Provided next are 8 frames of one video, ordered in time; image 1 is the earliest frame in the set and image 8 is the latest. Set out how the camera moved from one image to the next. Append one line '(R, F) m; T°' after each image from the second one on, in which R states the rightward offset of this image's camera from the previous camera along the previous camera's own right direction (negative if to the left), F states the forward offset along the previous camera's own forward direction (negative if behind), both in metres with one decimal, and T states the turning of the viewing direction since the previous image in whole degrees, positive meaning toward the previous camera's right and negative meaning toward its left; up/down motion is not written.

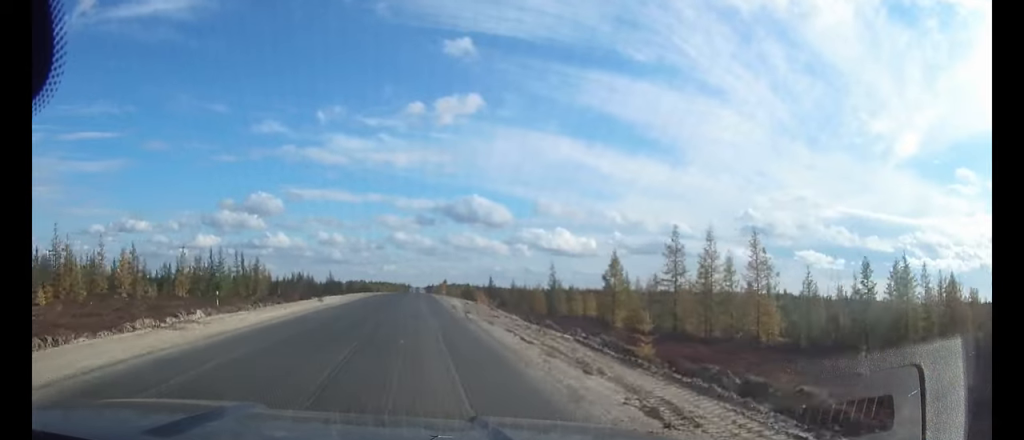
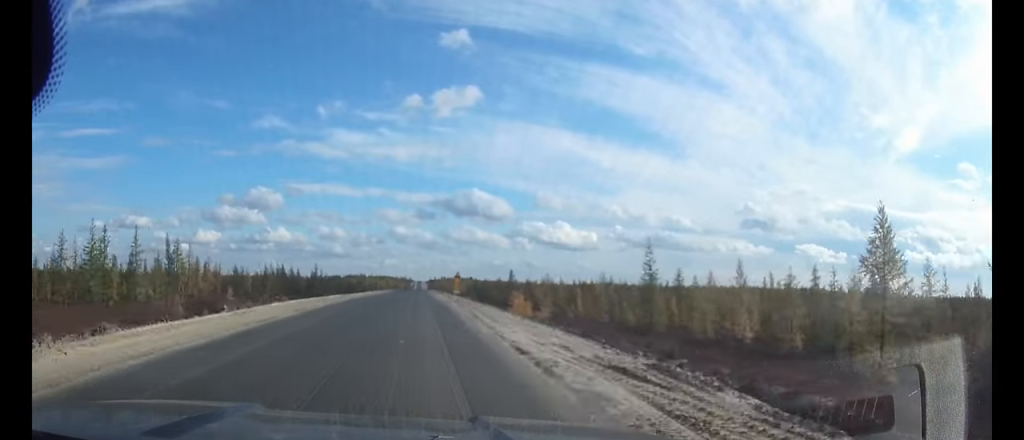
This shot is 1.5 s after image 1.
(0.0, +29.2) m; 0°
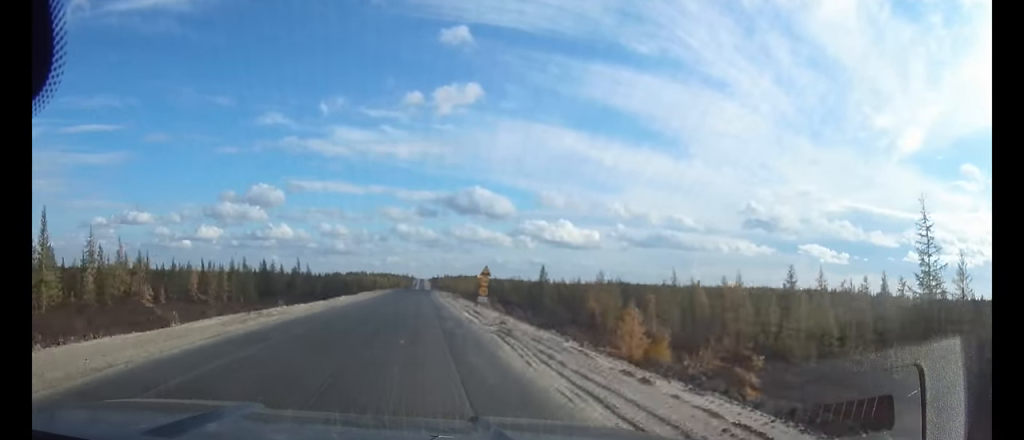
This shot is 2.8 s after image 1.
(0.0, +26.3) m; 0°
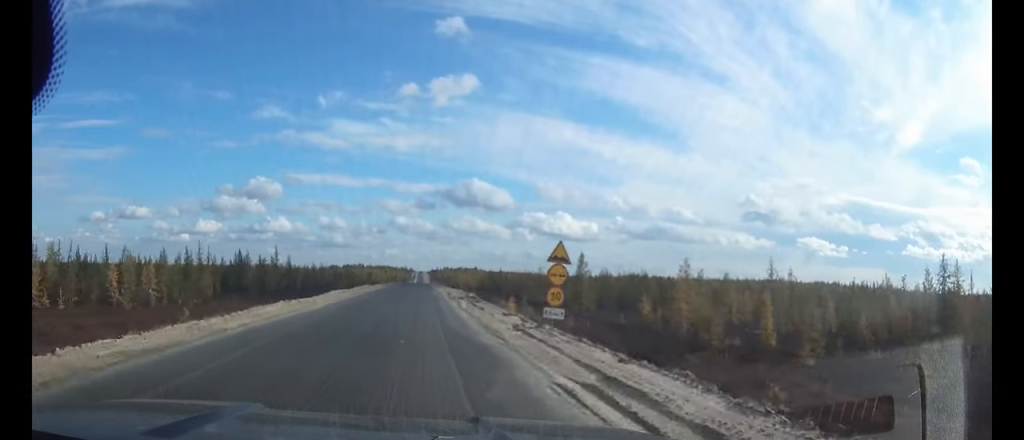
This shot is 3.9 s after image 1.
(0.0, +22.1) m; 0°
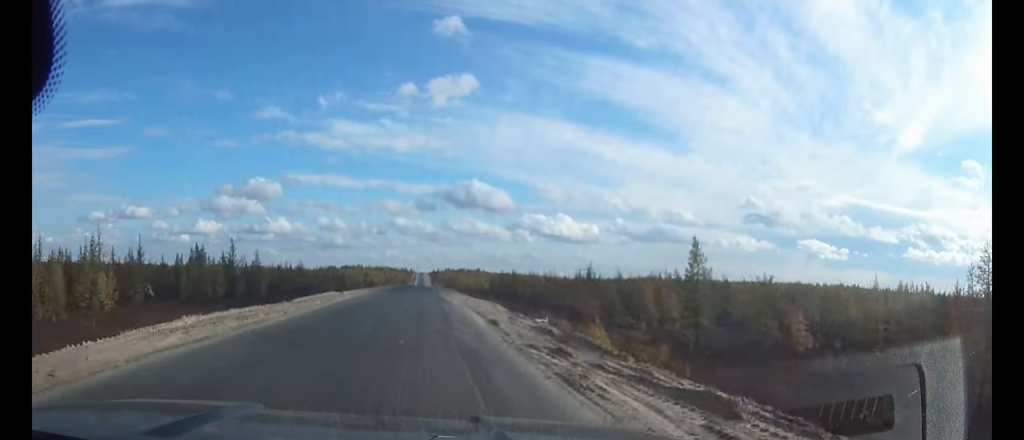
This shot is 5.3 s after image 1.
(0.0, +29.1) m; 0°
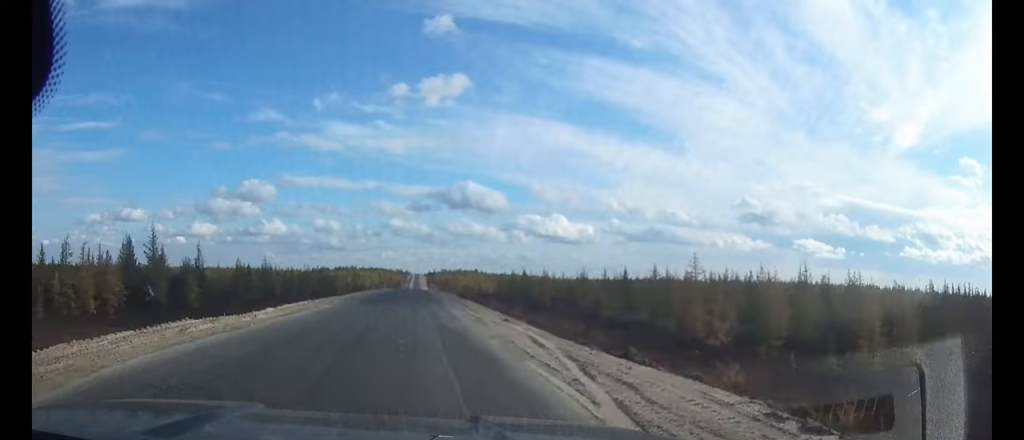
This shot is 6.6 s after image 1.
(0.0, +27.5) m; 0°
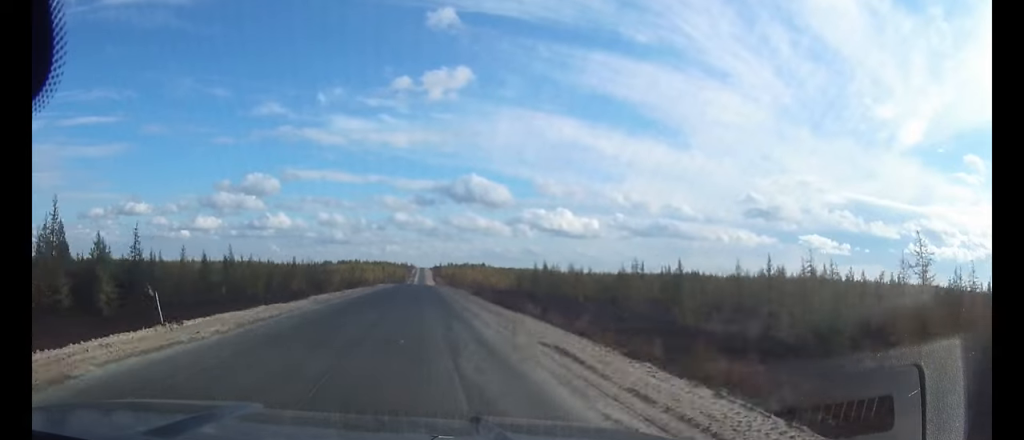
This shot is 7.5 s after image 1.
(0.0, +21.2) m; 0°
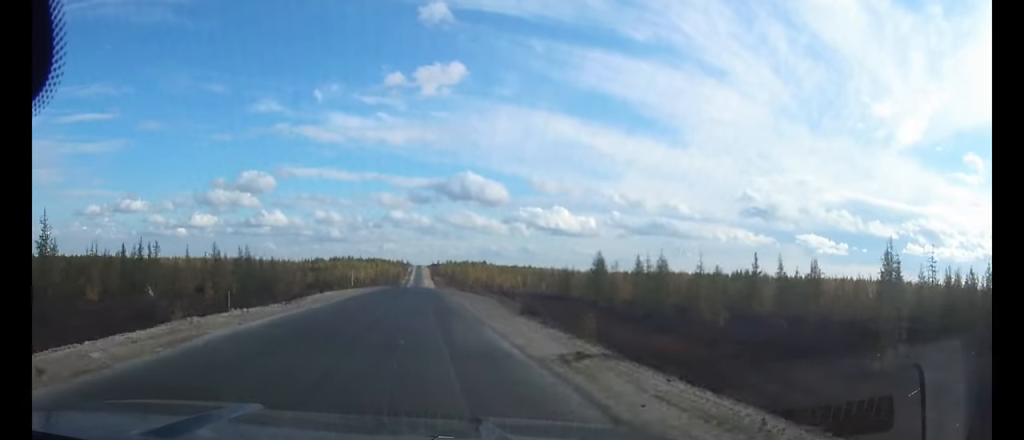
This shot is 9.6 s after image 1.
(0.0, +46.2) m; 0°
